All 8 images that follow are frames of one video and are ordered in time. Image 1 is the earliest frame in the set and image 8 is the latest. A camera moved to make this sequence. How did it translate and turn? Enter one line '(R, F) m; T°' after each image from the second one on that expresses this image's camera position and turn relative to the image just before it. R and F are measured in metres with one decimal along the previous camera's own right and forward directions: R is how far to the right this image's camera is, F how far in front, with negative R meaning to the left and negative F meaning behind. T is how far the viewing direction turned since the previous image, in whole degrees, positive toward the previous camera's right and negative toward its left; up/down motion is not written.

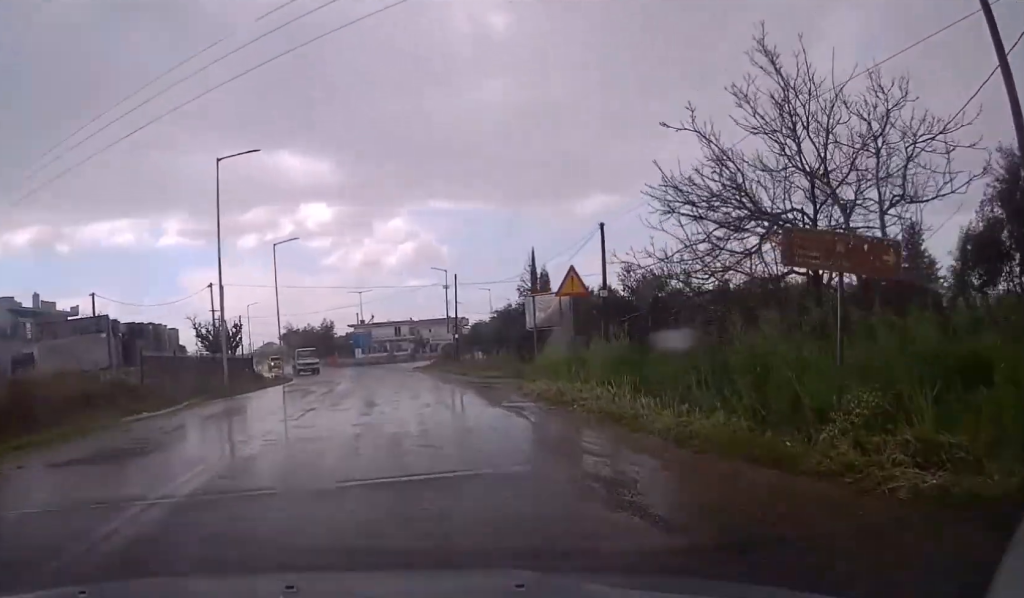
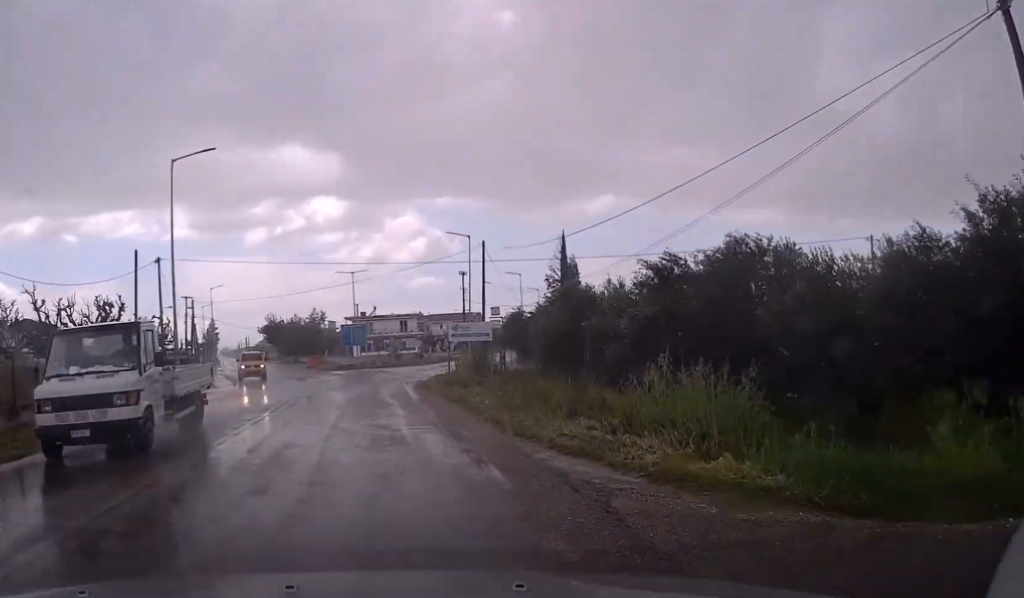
(+0.4, +23.4) m; 0°
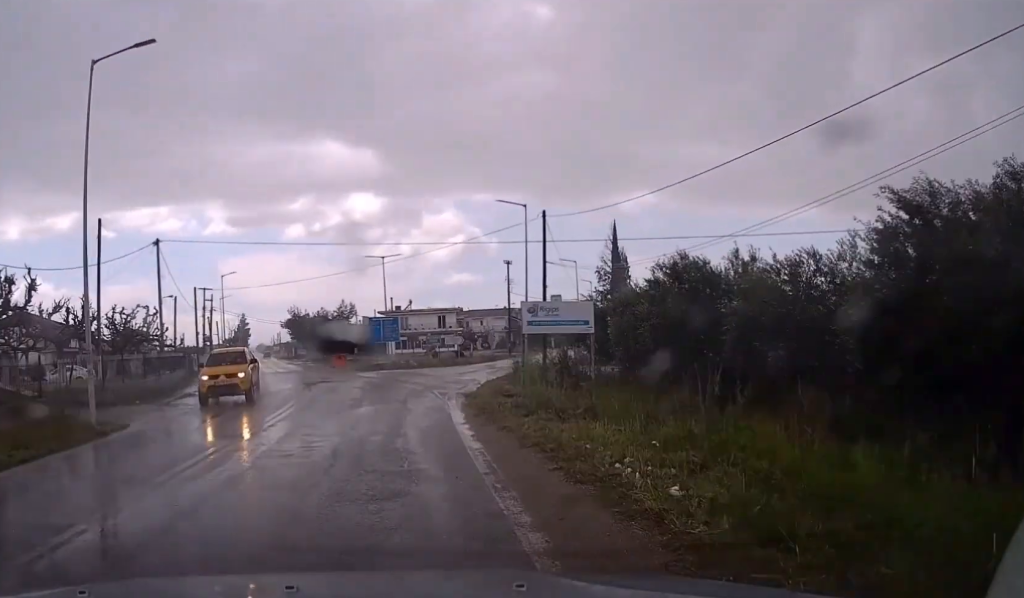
(-0.1, +10.7) m; -2°
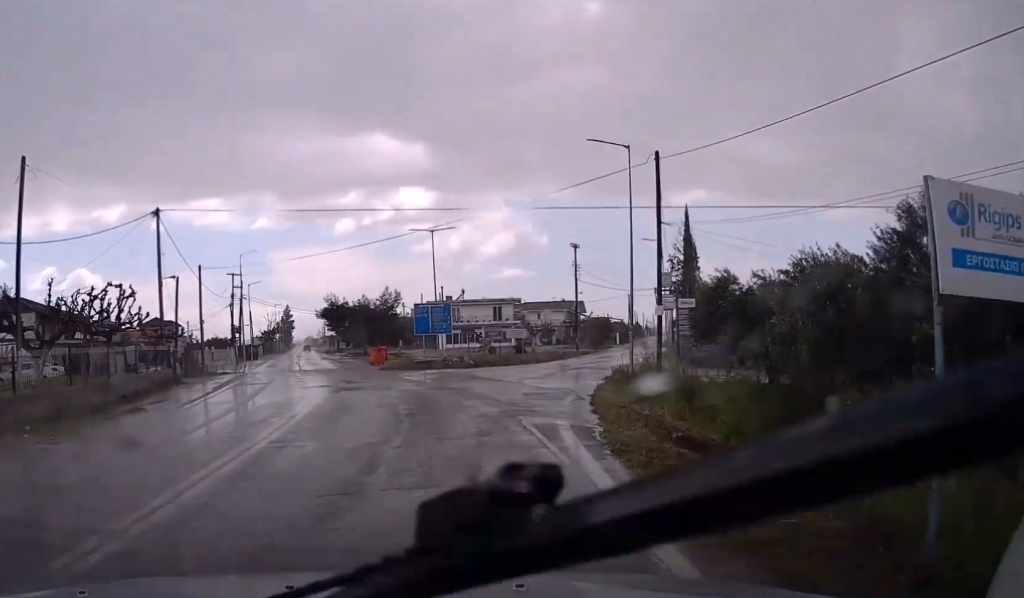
(-0.4, +12.0) m; -4°
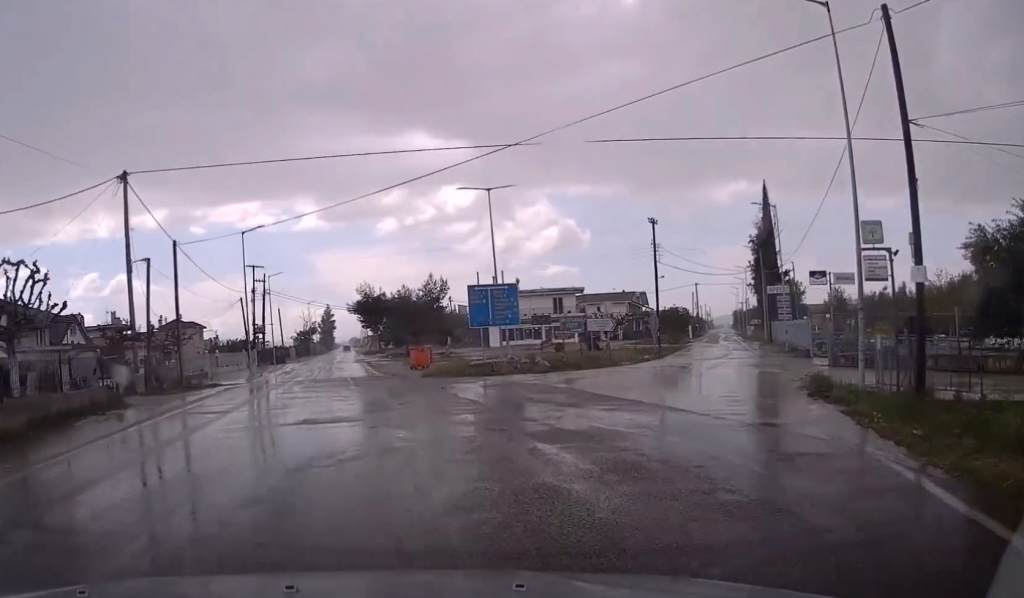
(-0.5, +13.7) m; -3°
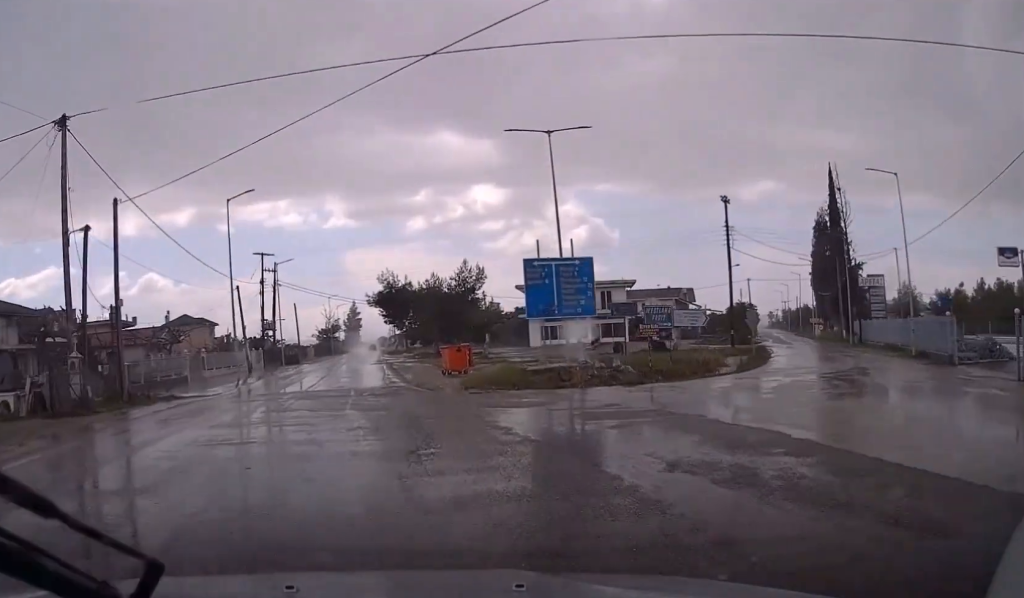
(-0.1, +10.9) m; -2°
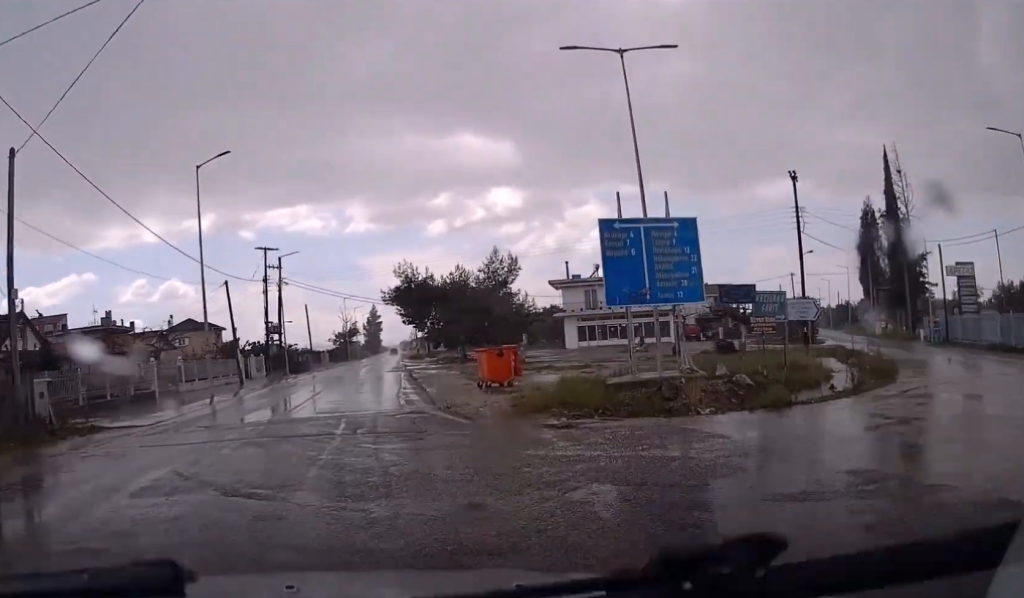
(-0.2, +9.0) m; -1°
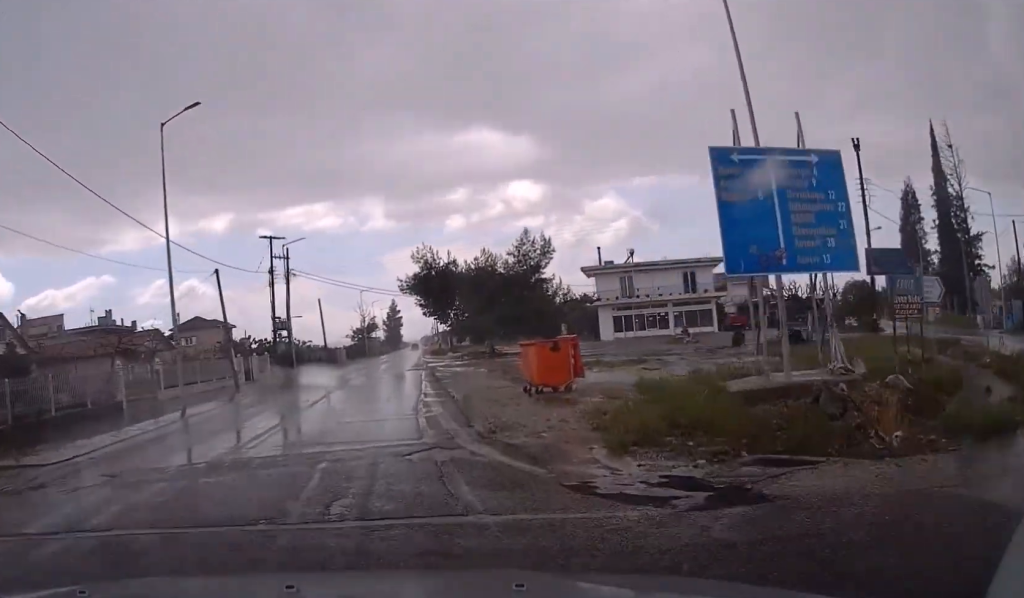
(0.0, +6.2) m; -1°
